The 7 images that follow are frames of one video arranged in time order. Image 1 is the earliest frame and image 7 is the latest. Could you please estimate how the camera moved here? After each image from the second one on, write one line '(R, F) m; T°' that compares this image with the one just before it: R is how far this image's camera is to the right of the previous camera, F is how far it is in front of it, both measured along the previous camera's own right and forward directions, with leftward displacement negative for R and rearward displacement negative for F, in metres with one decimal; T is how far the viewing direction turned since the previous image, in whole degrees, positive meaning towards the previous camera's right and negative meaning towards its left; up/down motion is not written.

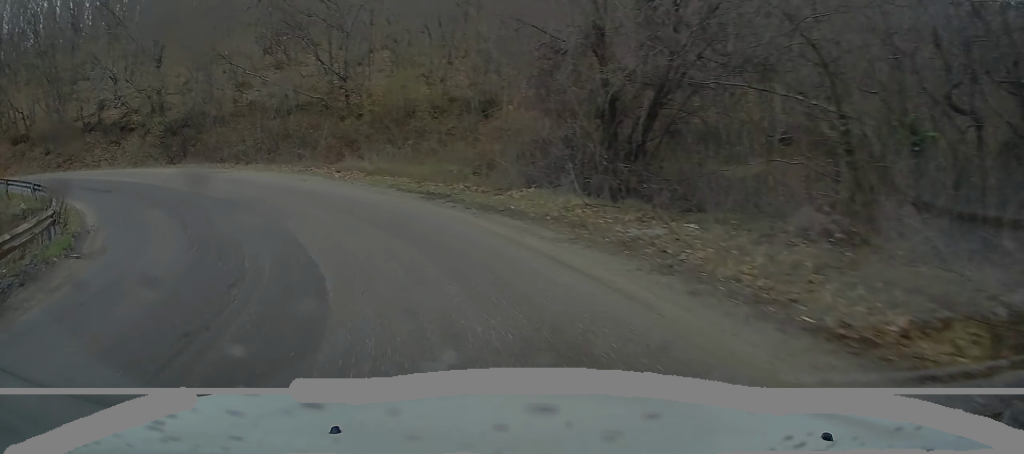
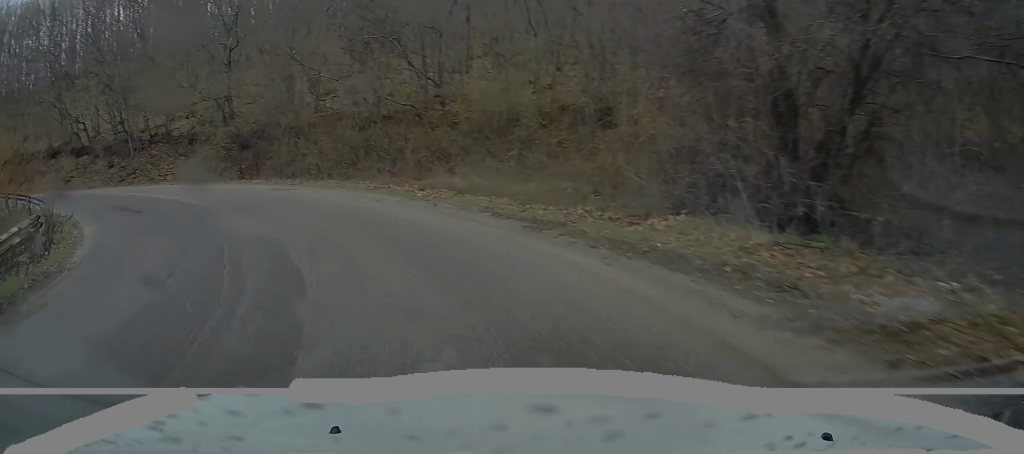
(-0.3, +3.8) m; -11°
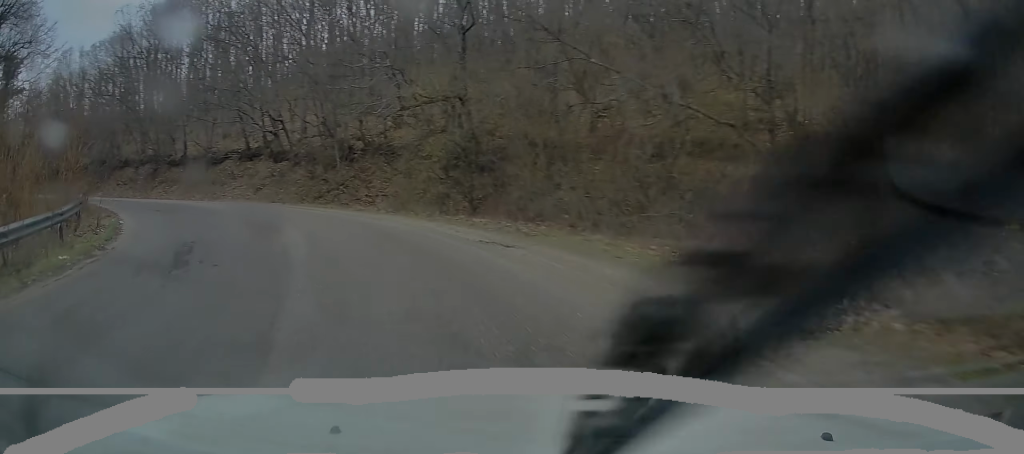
(-2.2, +8.6) m; -27°
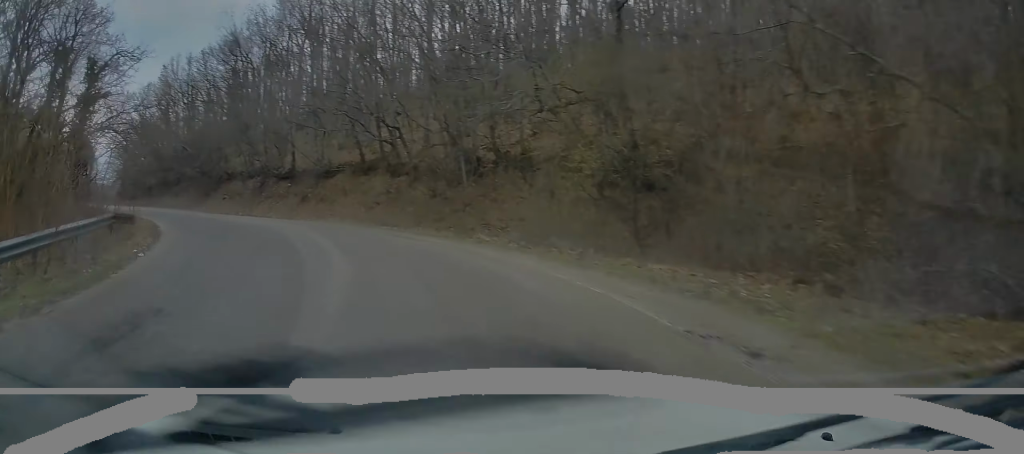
(-0.5, +5.2) m; -14°
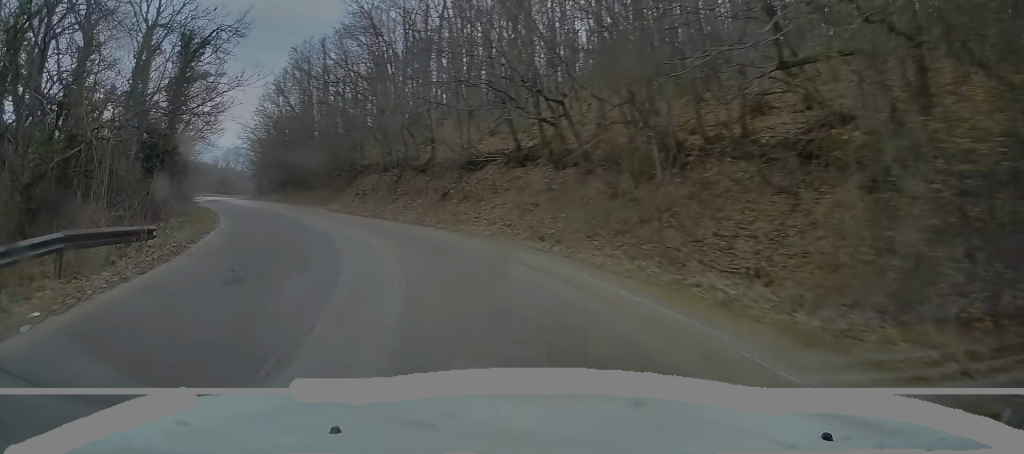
(-1.2, +6.8) m; -12°
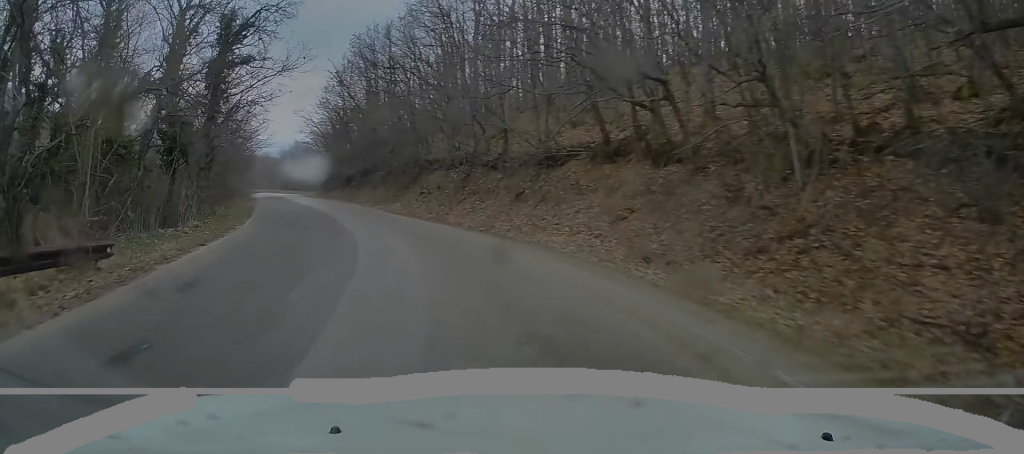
(-0.2, +4.2) m; -6°
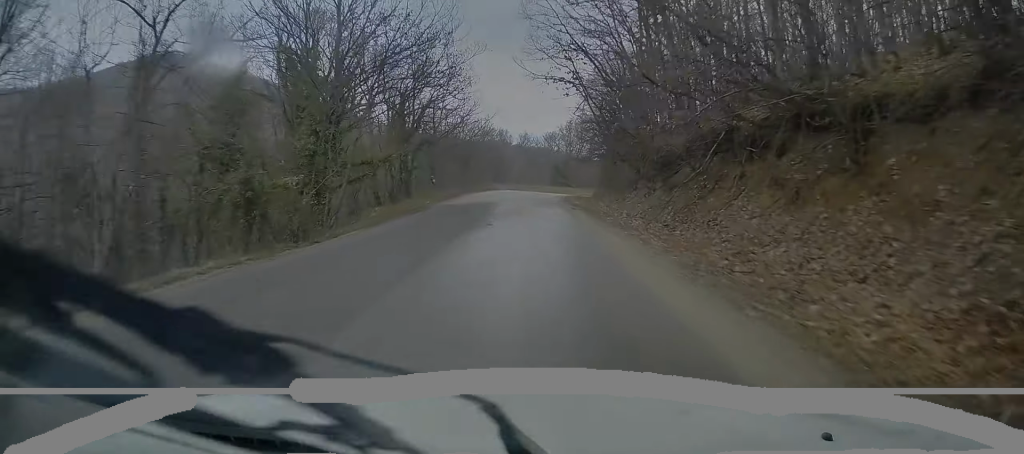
(-9.0, +37.8) m; -23°
